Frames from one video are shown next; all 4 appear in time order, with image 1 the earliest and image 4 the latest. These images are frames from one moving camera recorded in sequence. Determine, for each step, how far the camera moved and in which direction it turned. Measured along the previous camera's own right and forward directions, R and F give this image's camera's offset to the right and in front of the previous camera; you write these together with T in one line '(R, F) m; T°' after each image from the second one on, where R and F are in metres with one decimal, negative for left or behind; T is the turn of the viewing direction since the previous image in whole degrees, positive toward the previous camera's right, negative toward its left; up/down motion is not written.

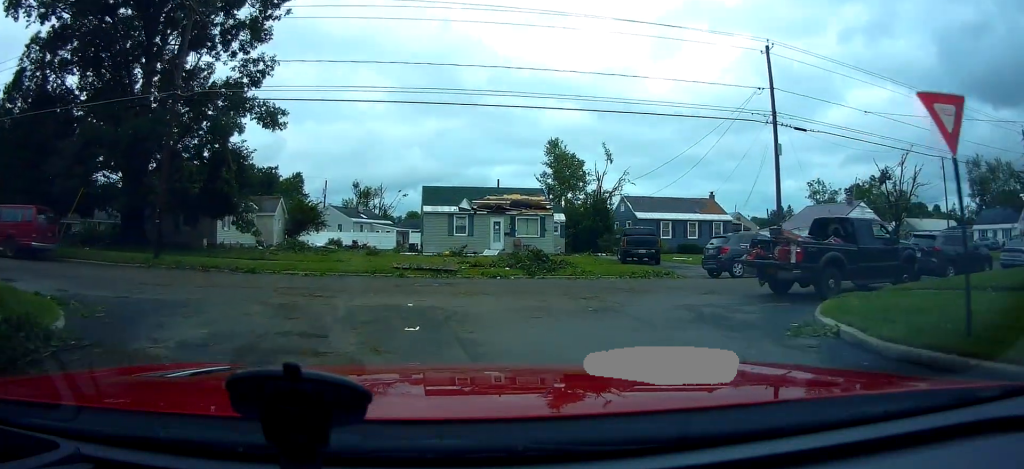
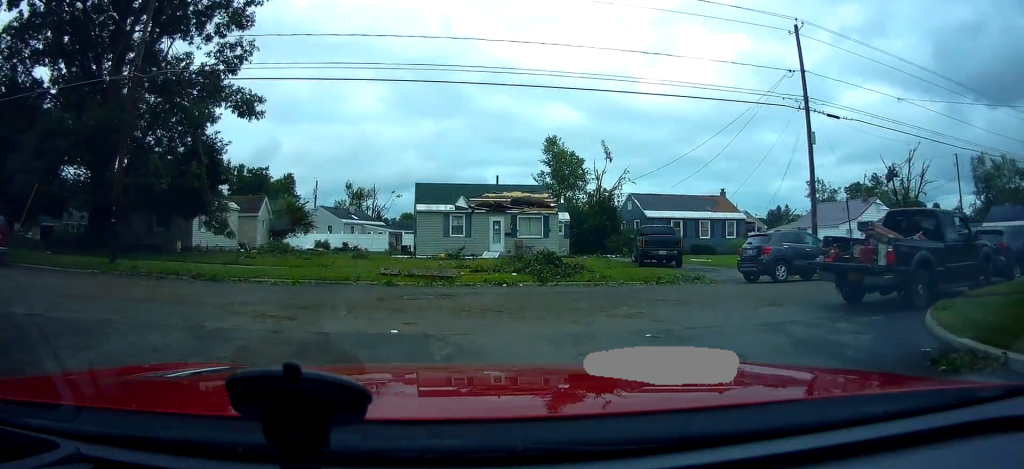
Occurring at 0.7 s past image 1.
(-0.5, +2.8) m; -5°
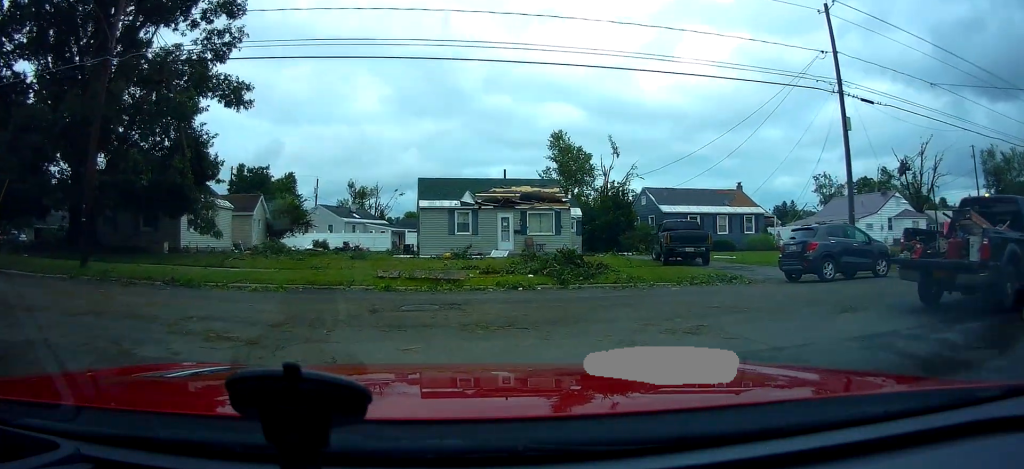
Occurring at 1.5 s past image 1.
(-0.1, +2.2) m; -8°
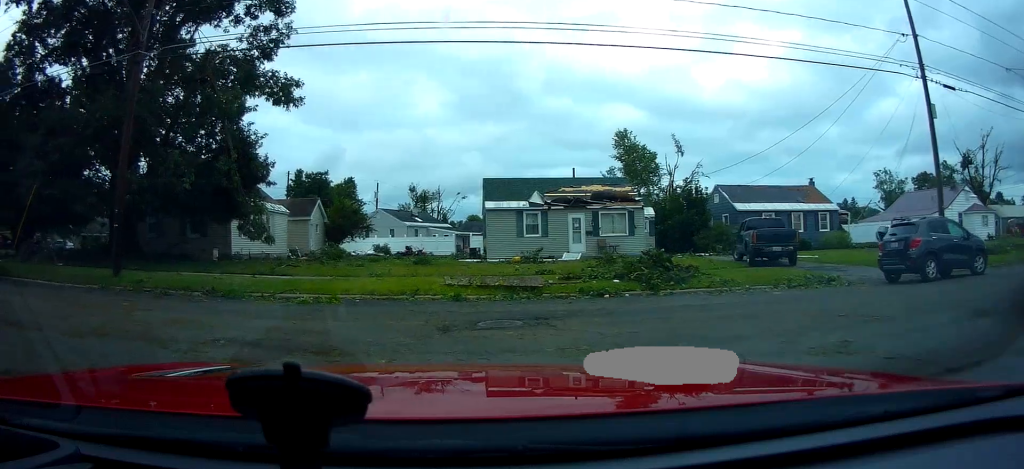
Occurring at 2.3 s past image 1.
(0.0, +1.6) m; -13°
